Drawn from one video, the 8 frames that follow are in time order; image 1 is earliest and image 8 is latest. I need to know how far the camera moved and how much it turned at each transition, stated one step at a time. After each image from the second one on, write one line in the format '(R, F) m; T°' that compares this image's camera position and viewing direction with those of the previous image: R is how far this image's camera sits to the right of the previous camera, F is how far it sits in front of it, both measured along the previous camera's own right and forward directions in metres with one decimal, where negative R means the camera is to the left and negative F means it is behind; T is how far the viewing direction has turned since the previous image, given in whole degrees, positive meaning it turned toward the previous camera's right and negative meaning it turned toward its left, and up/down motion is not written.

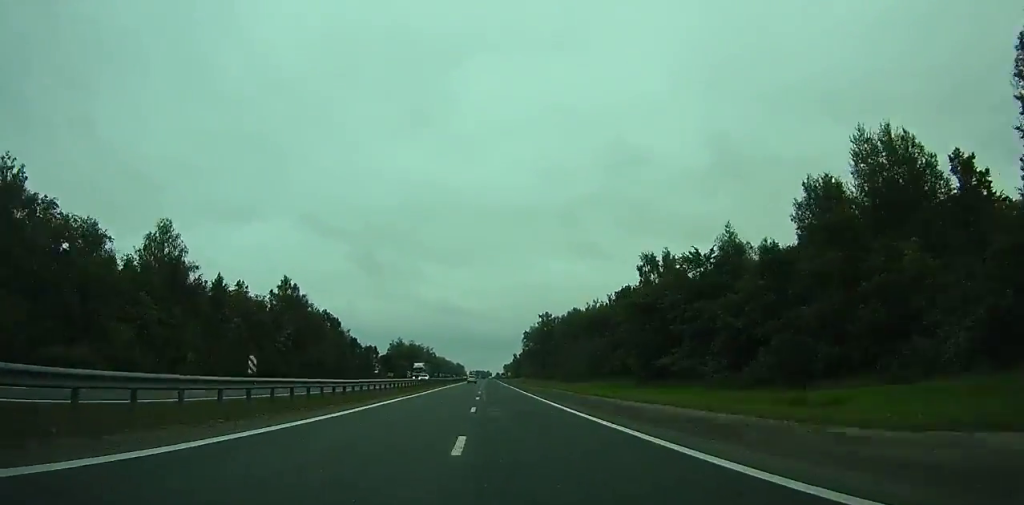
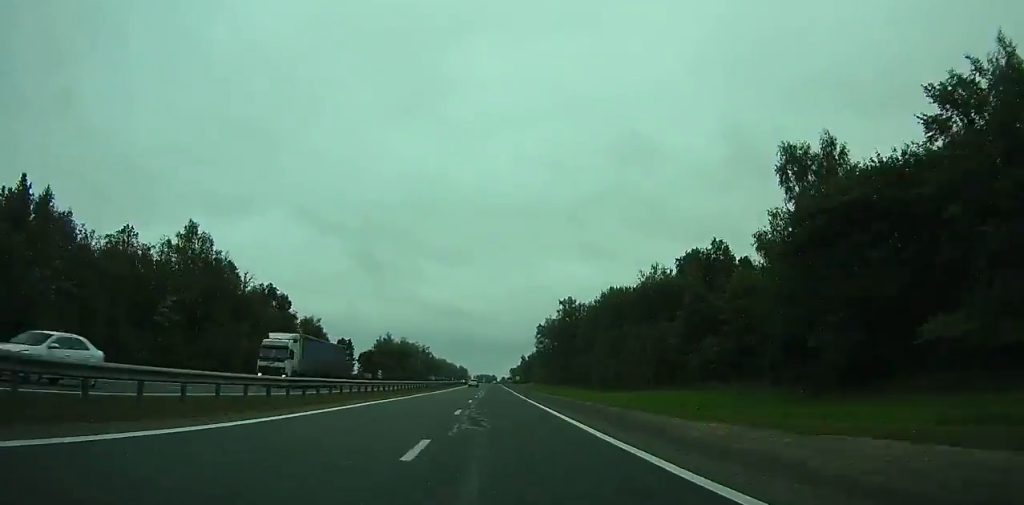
(+0.3, +50.3) m; 0°
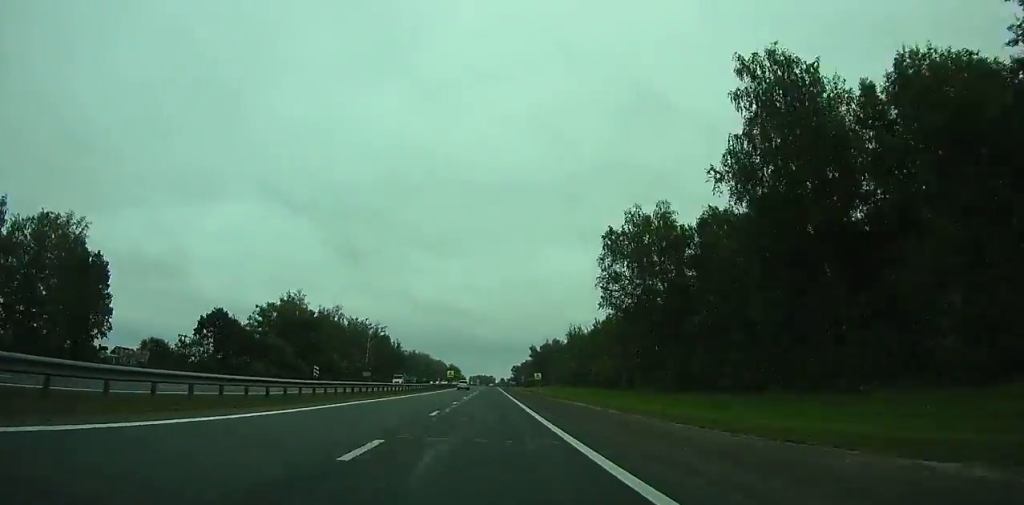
(-0.7, +120.0) m; 0°
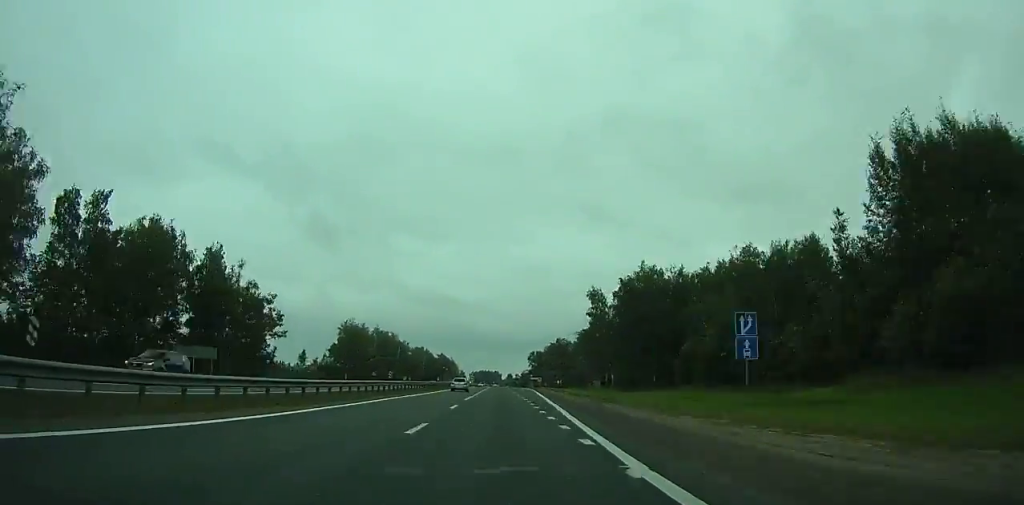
(-0.8, +162.8) m; 0°
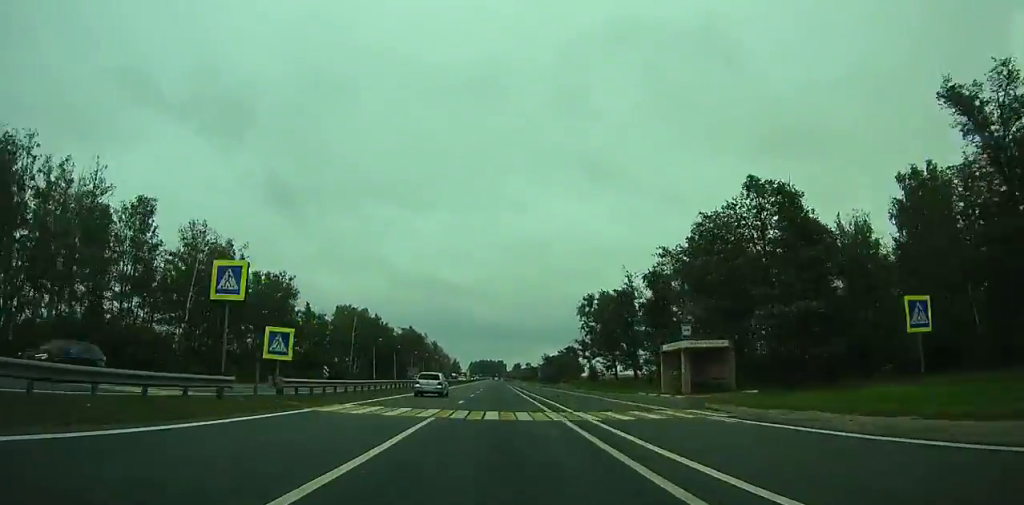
(-0.6, +167.4) m; -1°
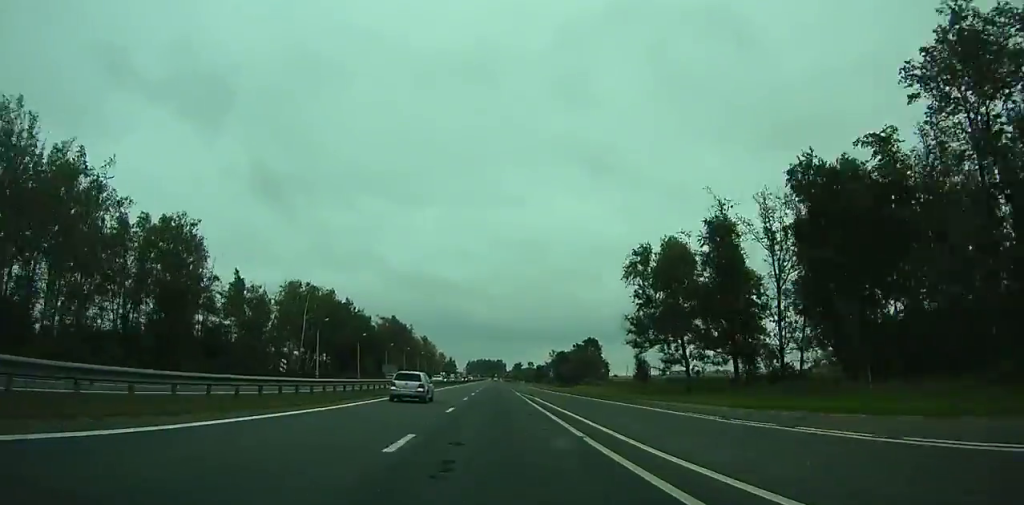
(-0.2, +41.7) m; 0°
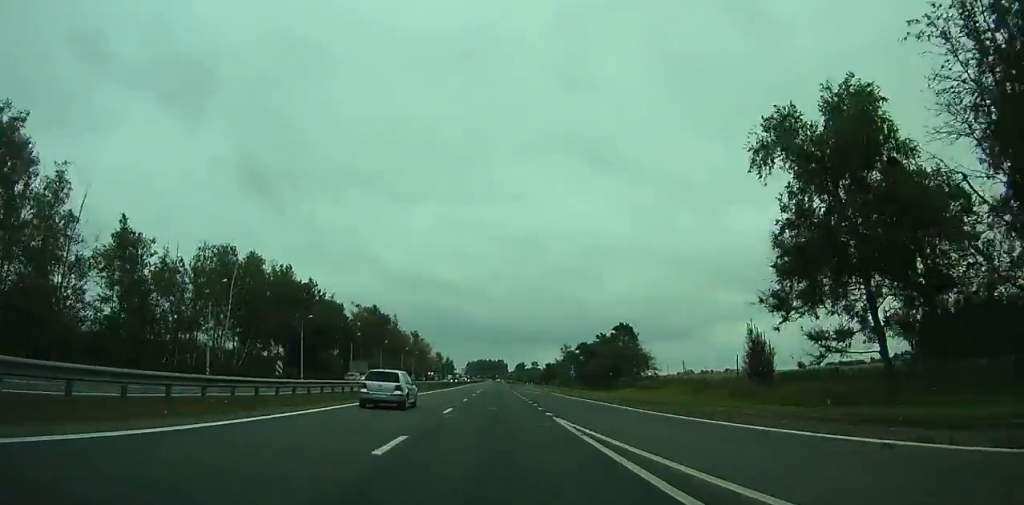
(0.0, +36.2) m; 0°
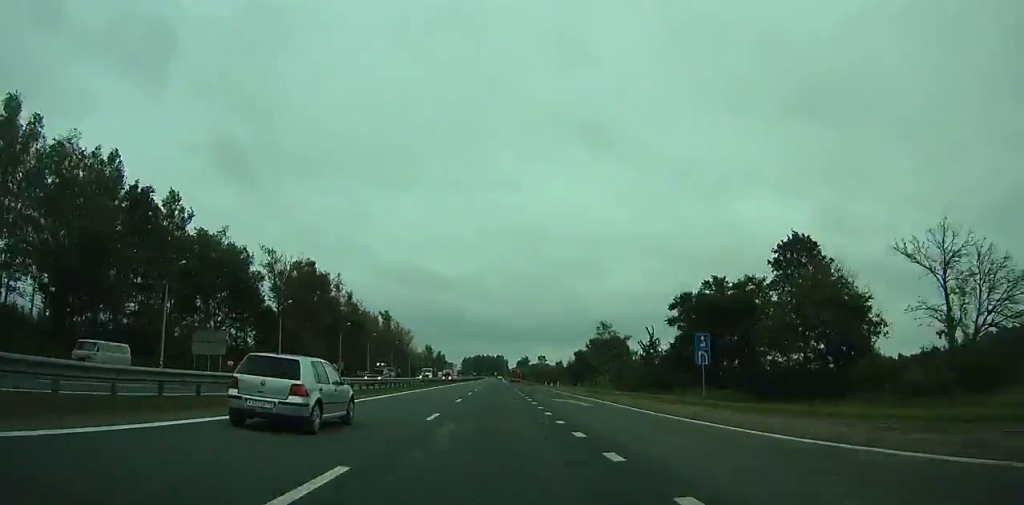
(0.0, +64.1) m; 0°
